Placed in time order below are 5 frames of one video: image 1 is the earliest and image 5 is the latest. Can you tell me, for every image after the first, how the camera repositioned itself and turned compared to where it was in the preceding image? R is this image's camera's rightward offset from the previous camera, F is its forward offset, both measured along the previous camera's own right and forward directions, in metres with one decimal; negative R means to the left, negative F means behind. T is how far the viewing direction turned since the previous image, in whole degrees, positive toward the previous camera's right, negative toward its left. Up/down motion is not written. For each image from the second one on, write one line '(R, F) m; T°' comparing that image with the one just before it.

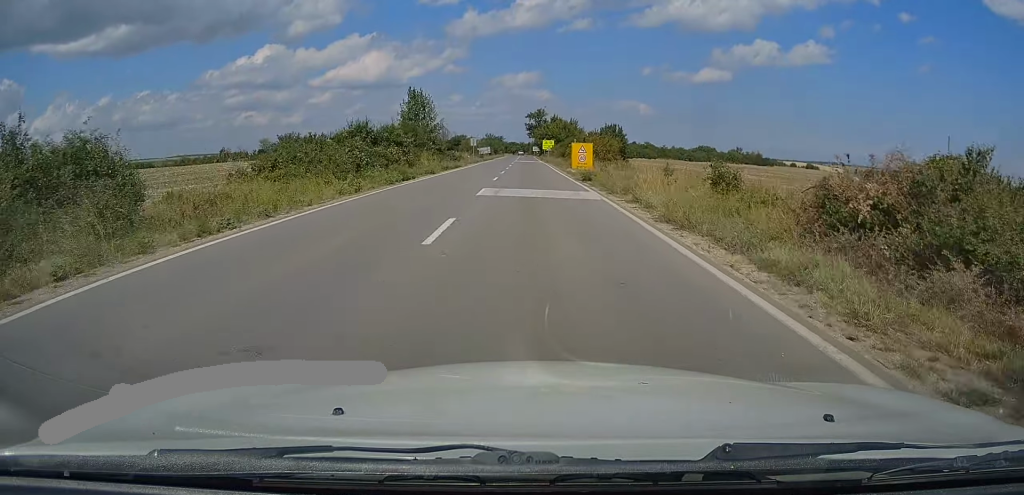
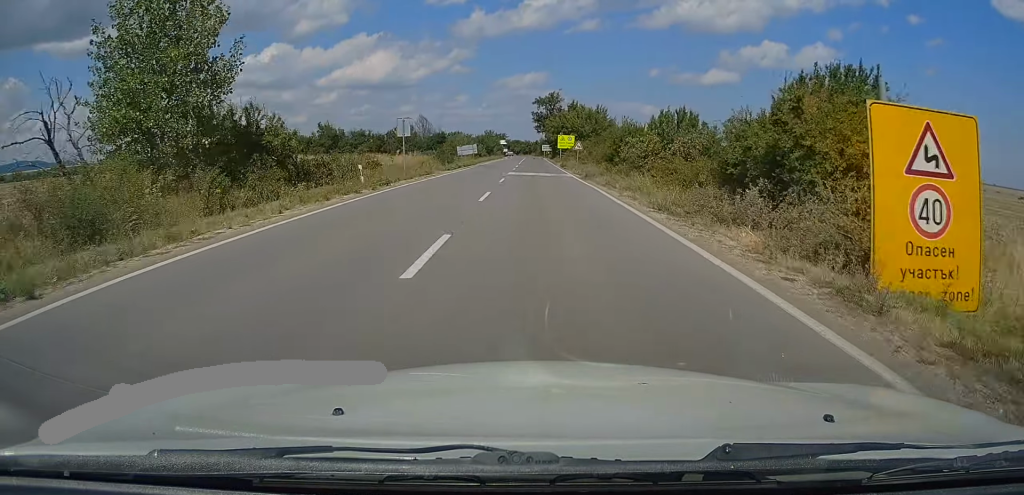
(-0.2, +47.8) m; -1°
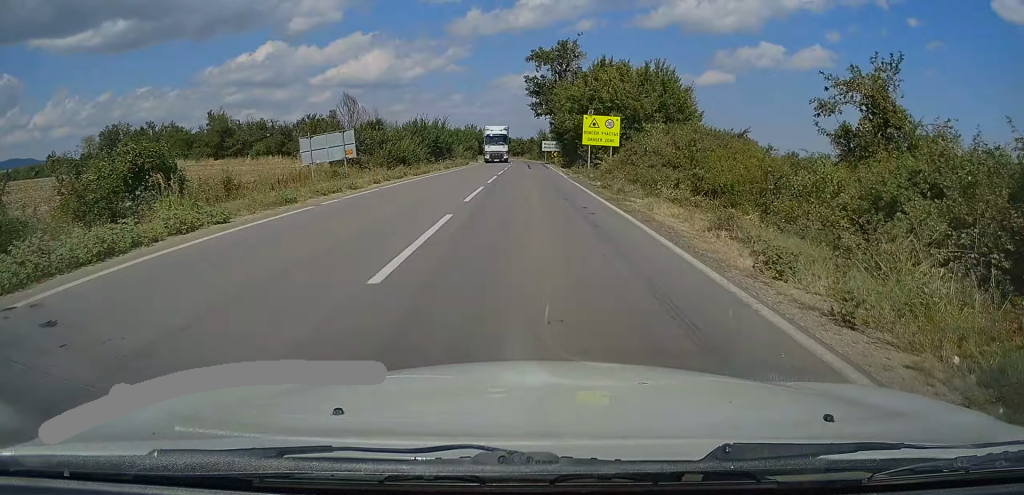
(+0.7, +57.3) m; +1°
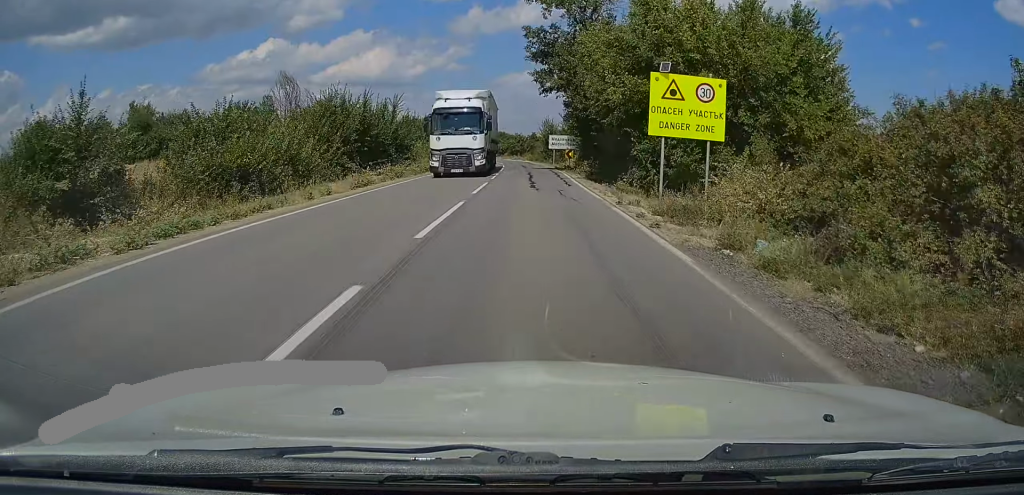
(-0.1, +24.7) m; 0°
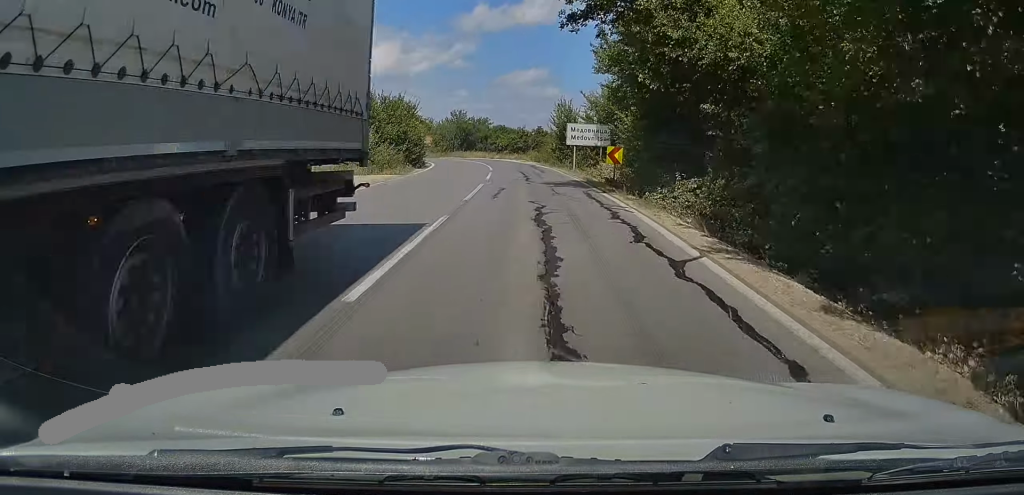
(0.0, +22.7) m; 0°
